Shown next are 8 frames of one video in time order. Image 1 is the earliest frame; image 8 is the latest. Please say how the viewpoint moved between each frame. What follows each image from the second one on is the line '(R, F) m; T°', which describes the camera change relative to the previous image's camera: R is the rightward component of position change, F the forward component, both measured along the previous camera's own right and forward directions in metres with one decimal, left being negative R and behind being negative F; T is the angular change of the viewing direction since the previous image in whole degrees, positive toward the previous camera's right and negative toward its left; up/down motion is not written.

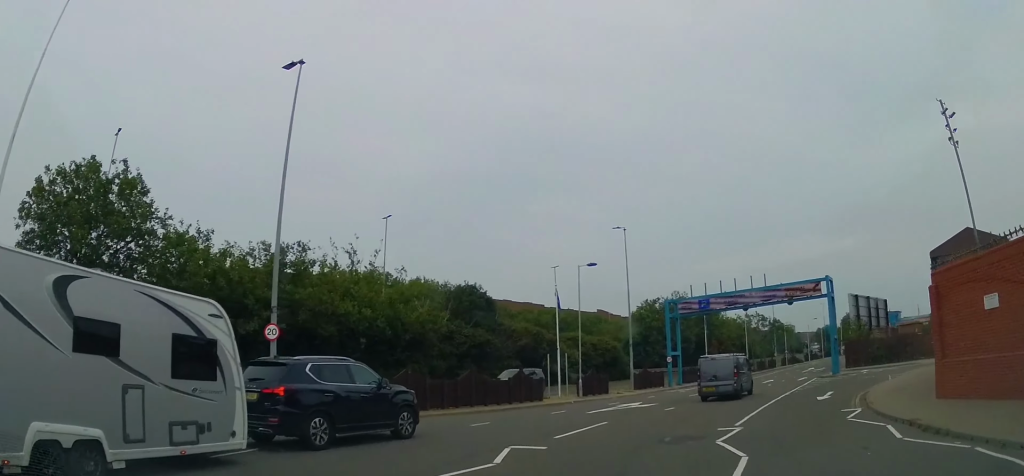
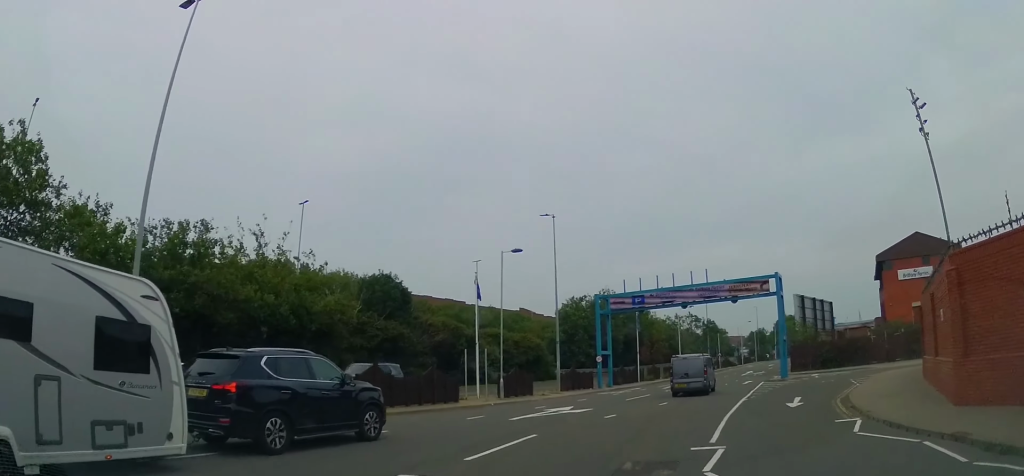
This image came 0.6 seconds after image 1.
(+0.1, +3.6) m; +9°
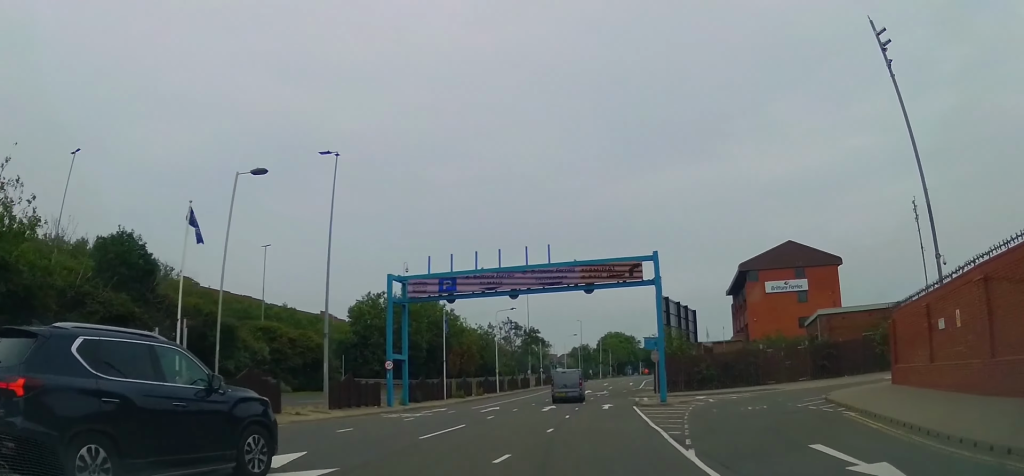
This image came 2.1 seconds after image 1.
(+2.5, +12.1) m; +18°
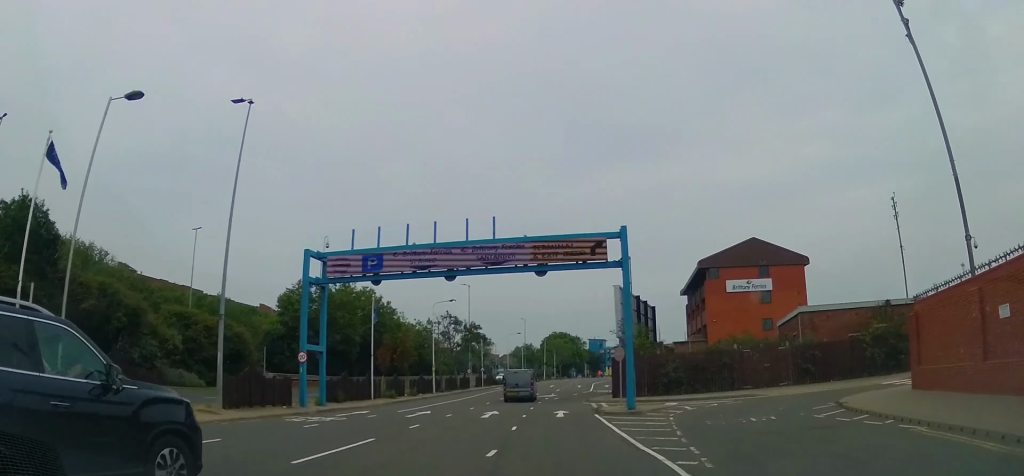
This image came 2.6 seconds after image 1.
(+0.2, +4.7) m; +4°
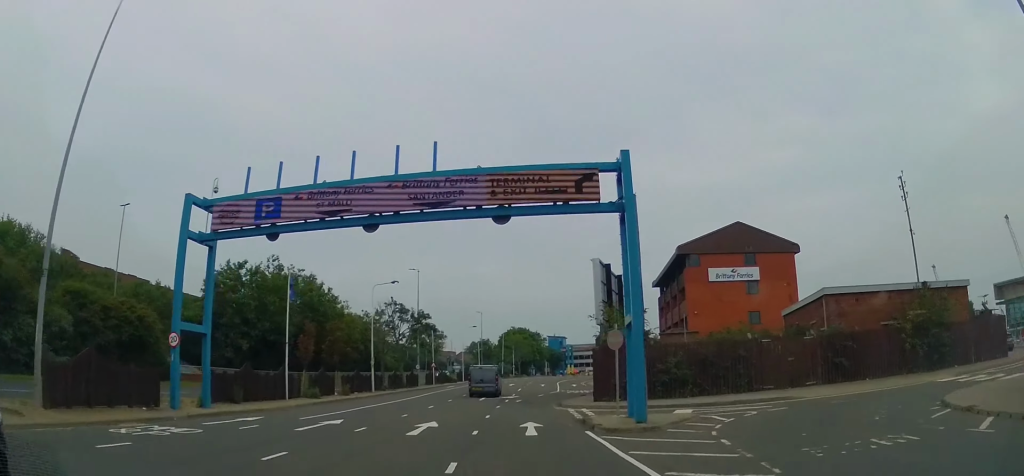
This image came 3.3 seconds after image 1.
(+0.2, +7.6) m; +4°
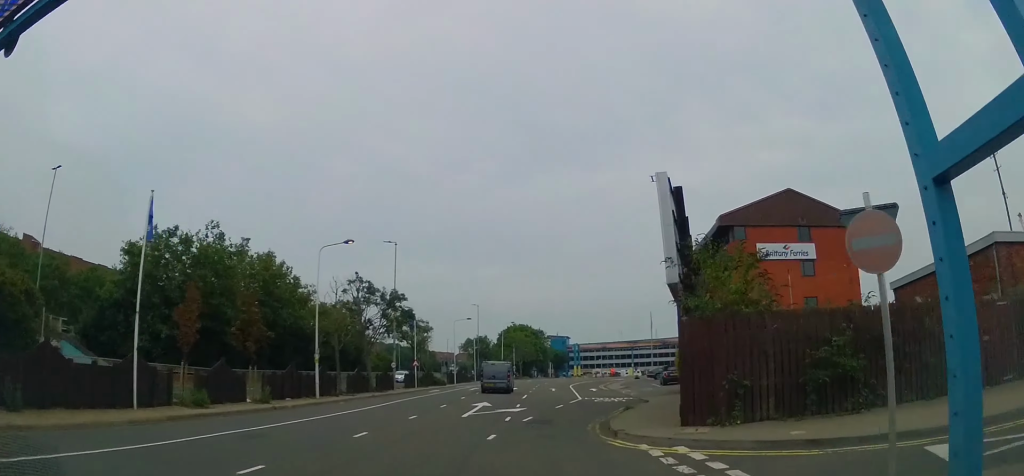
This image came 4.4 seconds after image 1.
(+0.7, +12.7) m; +3°
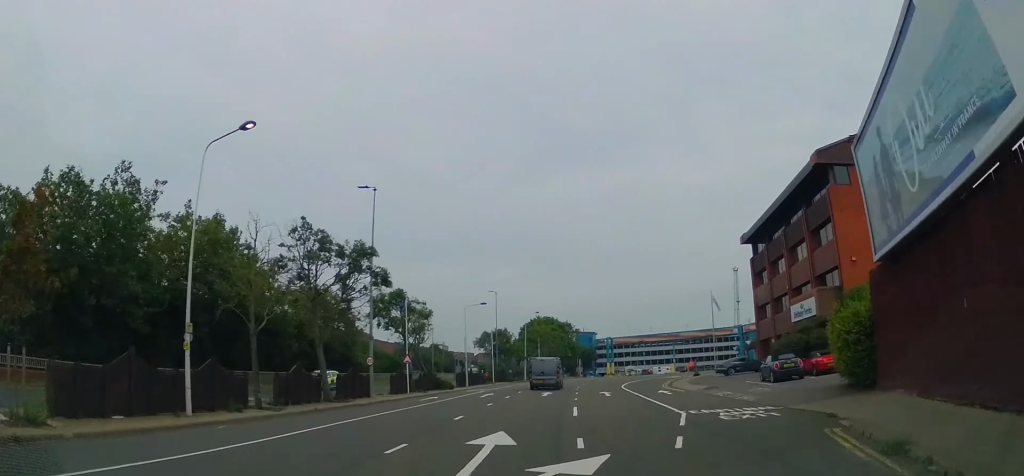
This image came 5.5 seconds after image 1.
(0.0, +14.2) m; -2°
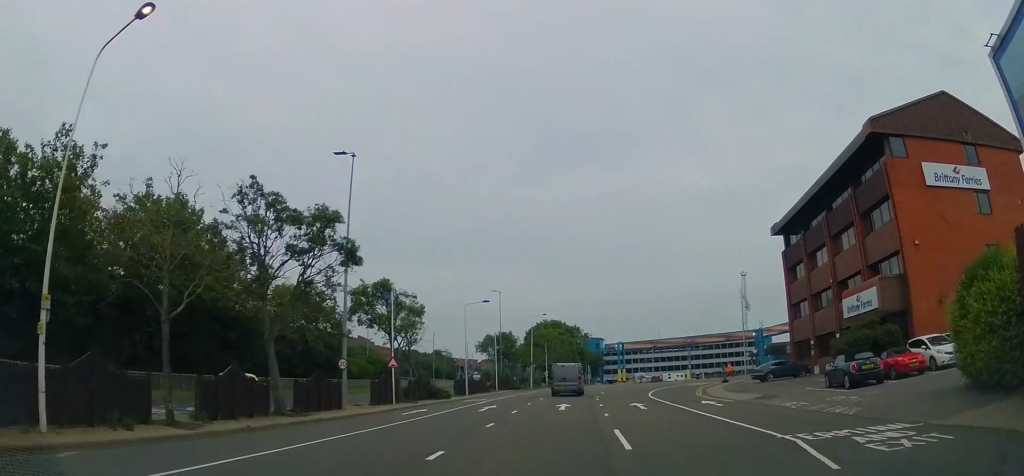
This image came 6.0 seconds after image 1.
(-0.2, +6.3) m; 0°
